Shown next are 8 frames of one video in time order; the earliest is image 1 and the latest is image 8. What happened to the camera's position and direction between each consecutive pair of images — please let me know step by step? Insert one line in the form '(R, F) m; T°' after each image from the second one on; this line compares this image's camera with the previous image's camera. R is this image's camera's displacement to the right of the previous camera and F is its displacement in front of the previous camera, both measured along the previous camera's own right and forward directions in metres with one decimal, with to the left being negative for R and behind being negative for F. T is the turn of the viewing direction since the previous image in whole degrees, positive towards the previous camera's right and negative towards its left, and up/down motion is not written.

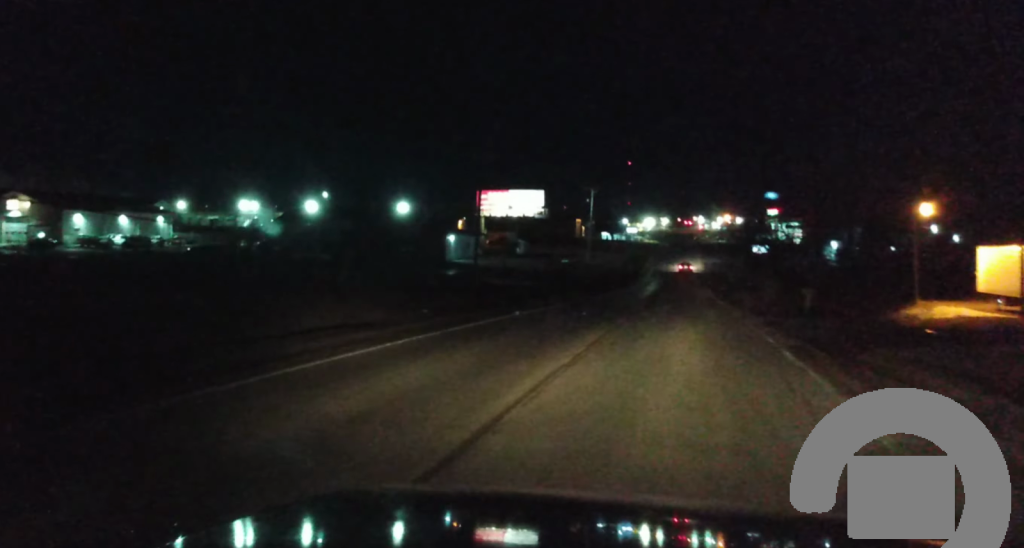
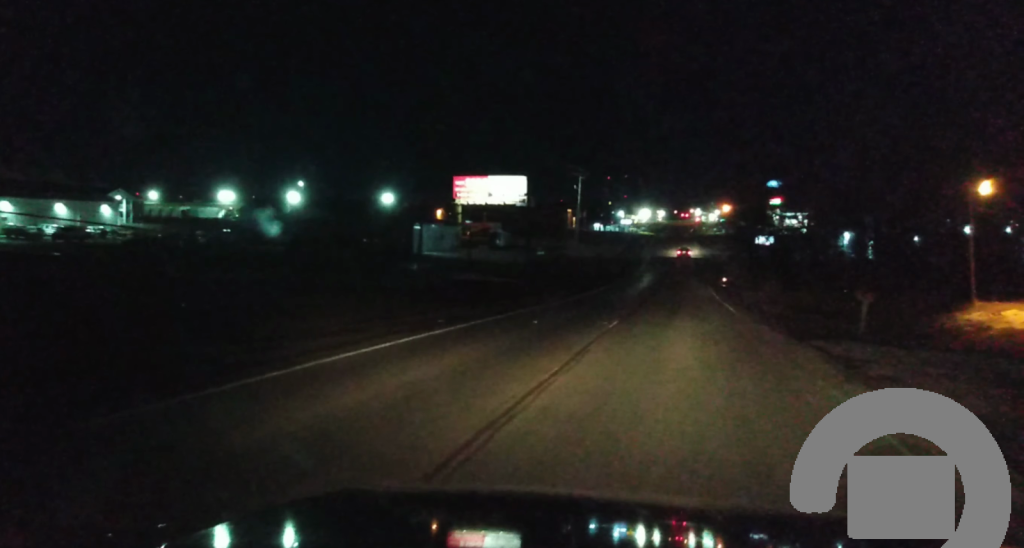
(+0.2, +14.0) m; +1°
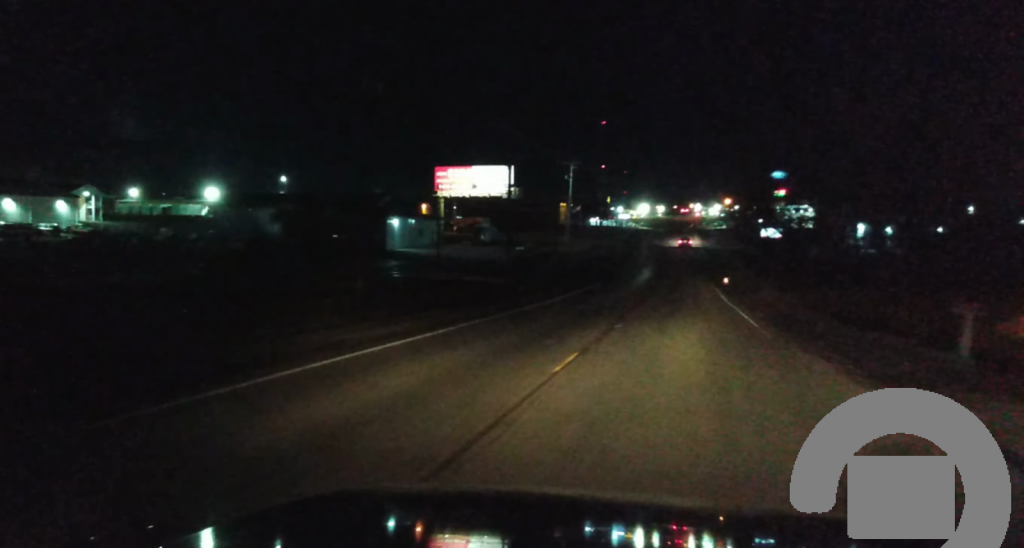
(-0.1, +10.7) m; 0°
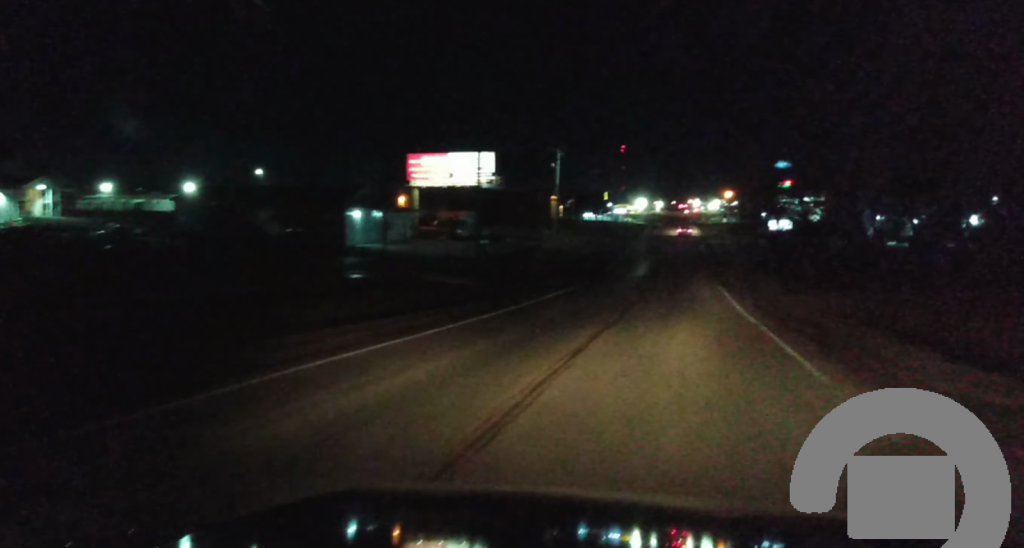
(0.0, +12.5) m; 0°
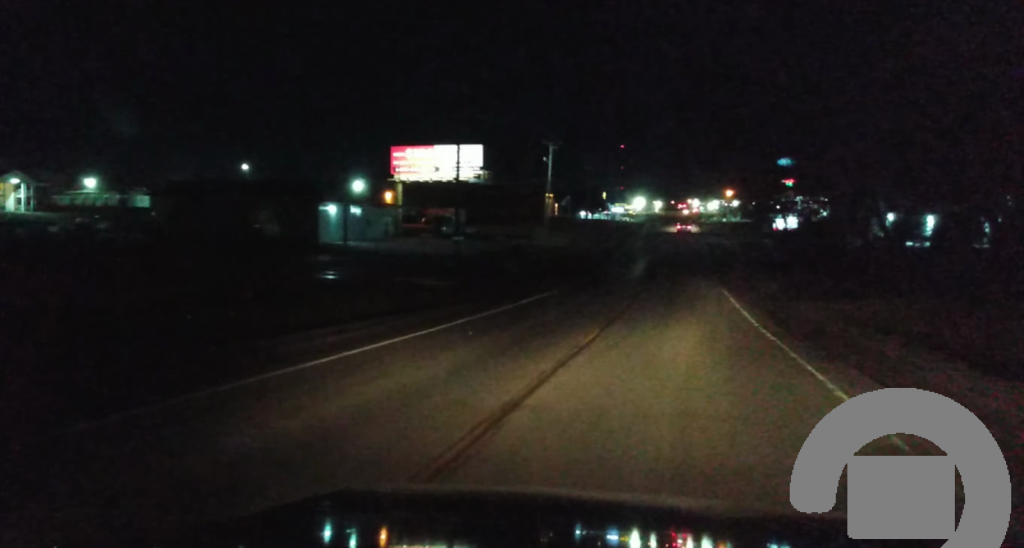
(0.0, +6.9) m; 0°
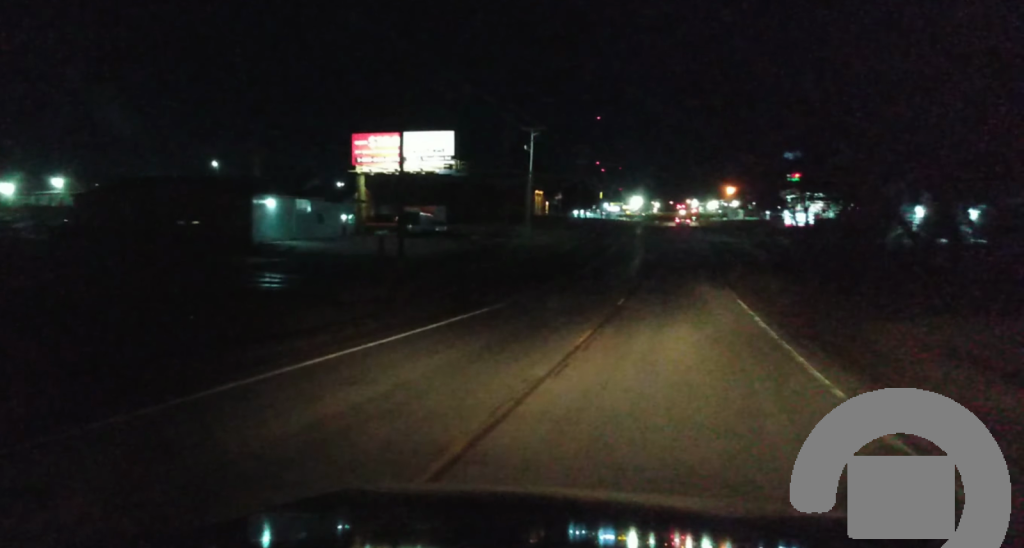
(+0.1, +13.5) m; +1°
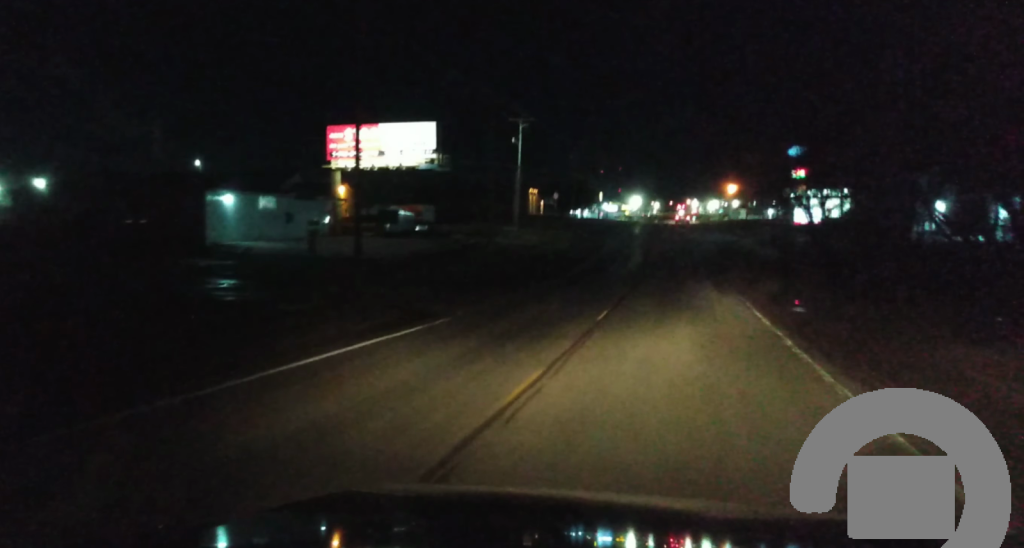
(0.0, +7.1) m; 0°
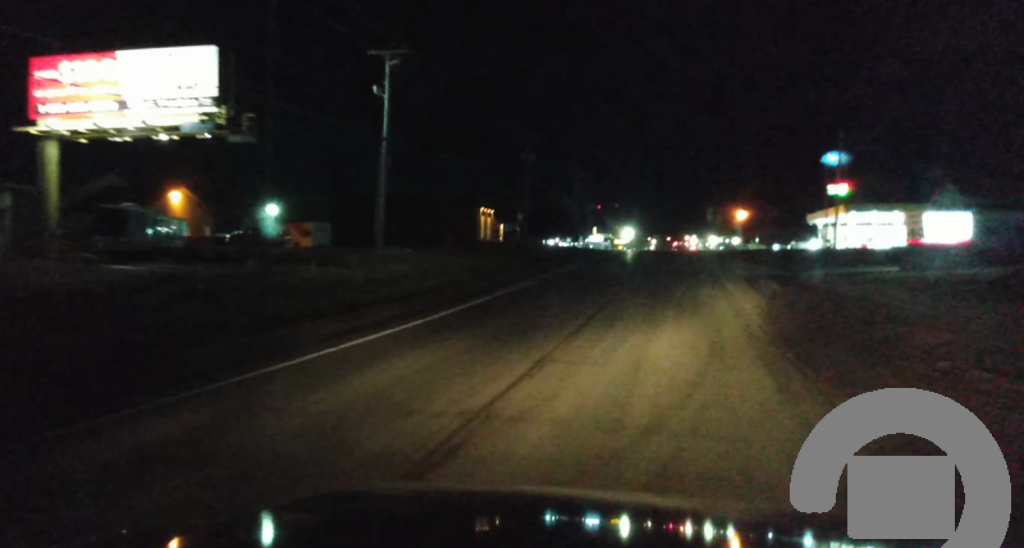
(-0.6, +44.2) m; -1°
